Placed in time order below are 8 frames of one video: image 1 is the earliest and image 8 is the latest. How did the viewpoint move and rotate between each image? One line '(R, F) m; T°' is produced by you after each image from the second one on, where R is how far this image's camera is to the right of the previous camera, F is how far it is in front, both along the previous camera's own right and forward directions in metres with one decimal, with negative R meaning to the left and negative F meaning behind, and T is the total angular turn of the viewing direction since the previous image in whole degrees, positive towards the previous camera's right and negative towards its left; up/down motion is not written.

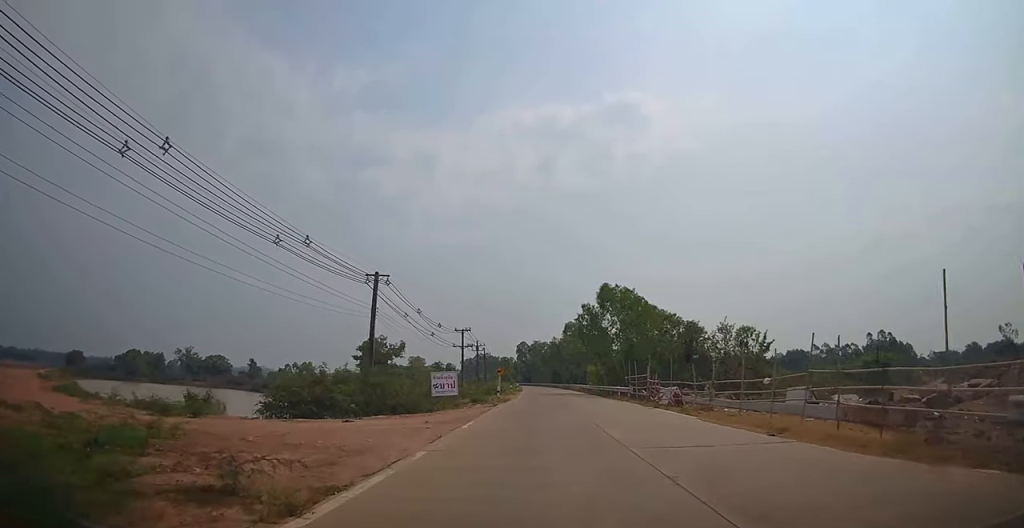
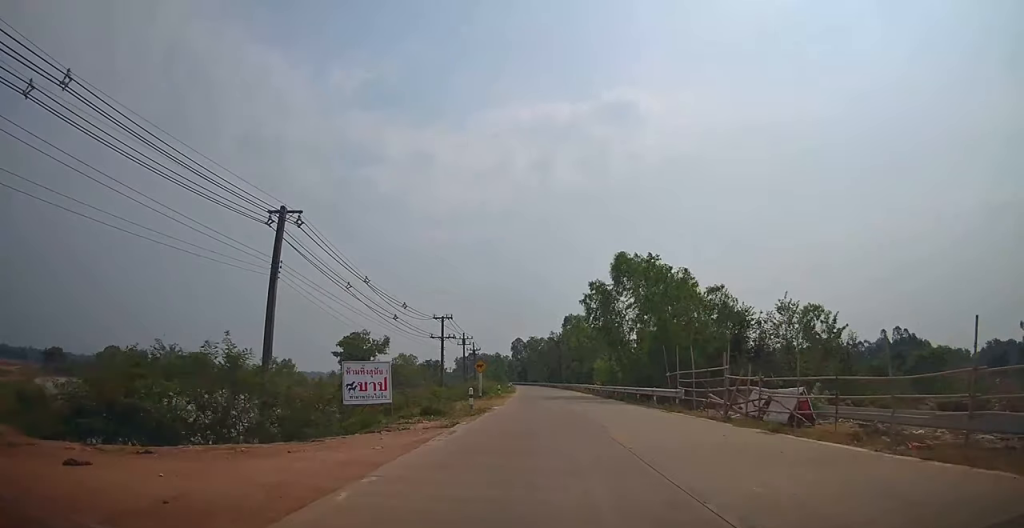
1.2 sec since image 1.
(-0.6, +13.1) m; -2°
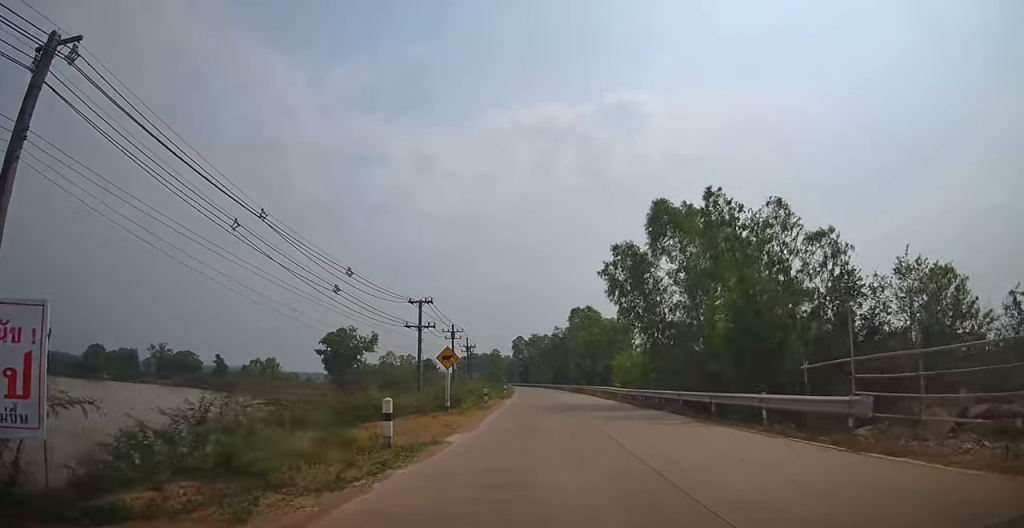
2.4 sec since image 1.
(0.0, +12.7) m; +2°
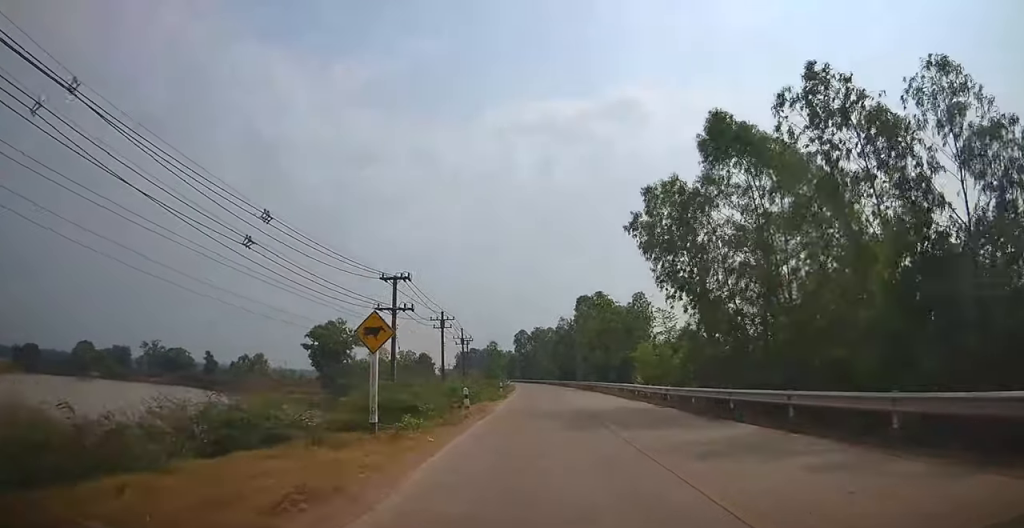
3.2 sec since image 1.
(+0.1, +9.4) m; +2°
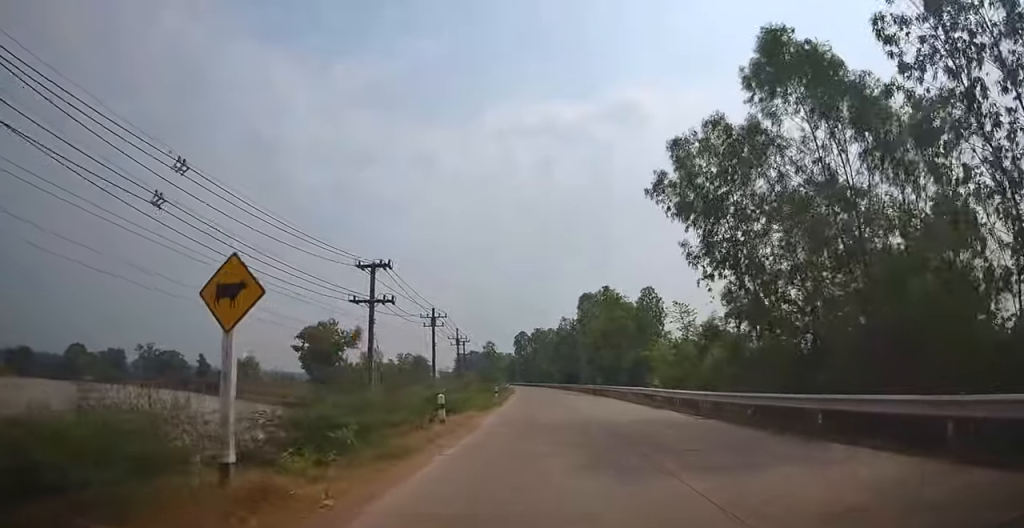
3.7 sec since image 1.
(+0.2, +5.3) m; 0°
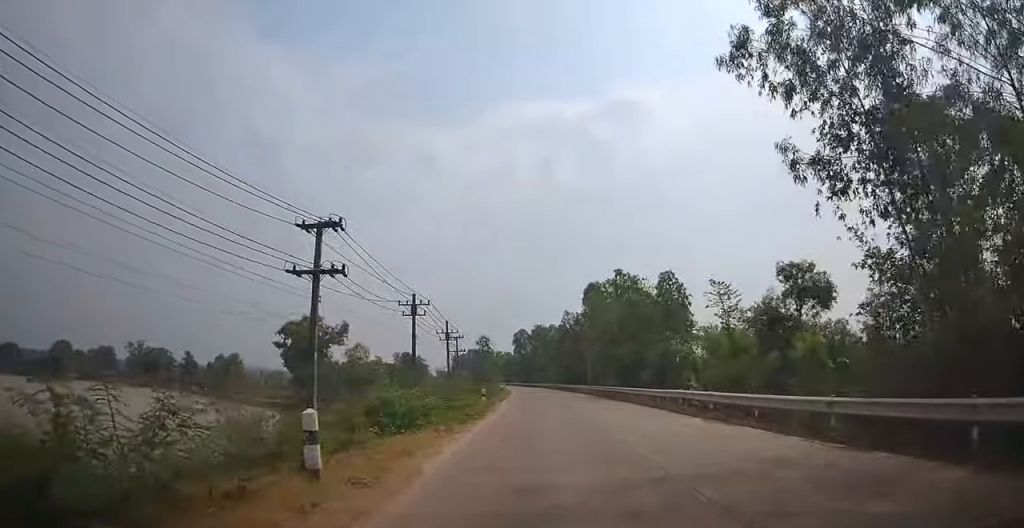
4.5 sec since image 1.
(-0.1, +8.5) m; -1°
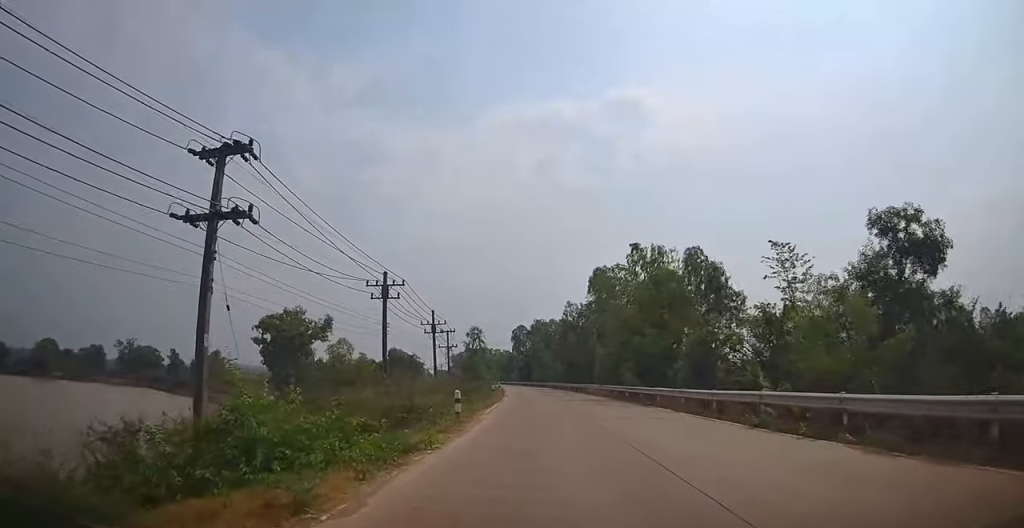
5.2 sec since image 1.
(-0.2, +8.3) m; -1°
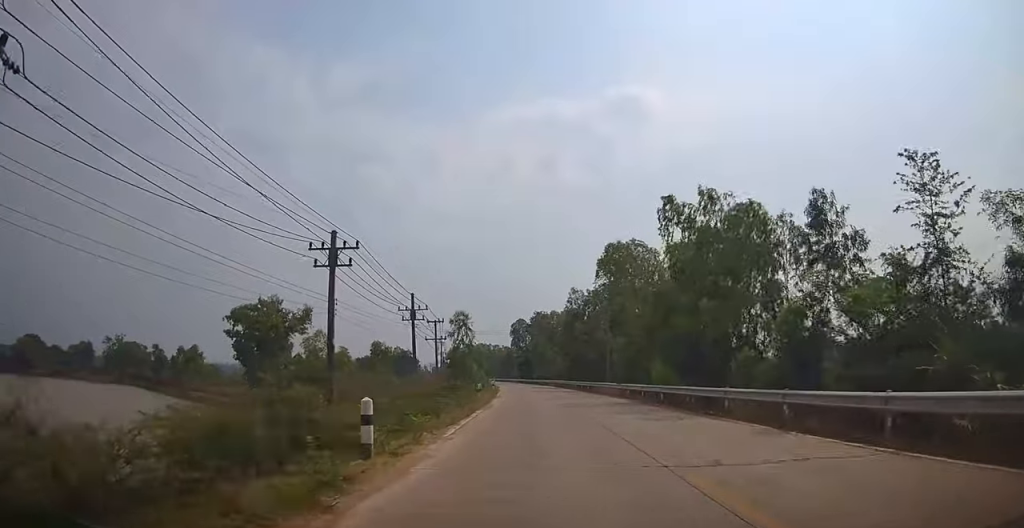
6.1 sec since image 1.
(0.0, +9.4) m; 0°
